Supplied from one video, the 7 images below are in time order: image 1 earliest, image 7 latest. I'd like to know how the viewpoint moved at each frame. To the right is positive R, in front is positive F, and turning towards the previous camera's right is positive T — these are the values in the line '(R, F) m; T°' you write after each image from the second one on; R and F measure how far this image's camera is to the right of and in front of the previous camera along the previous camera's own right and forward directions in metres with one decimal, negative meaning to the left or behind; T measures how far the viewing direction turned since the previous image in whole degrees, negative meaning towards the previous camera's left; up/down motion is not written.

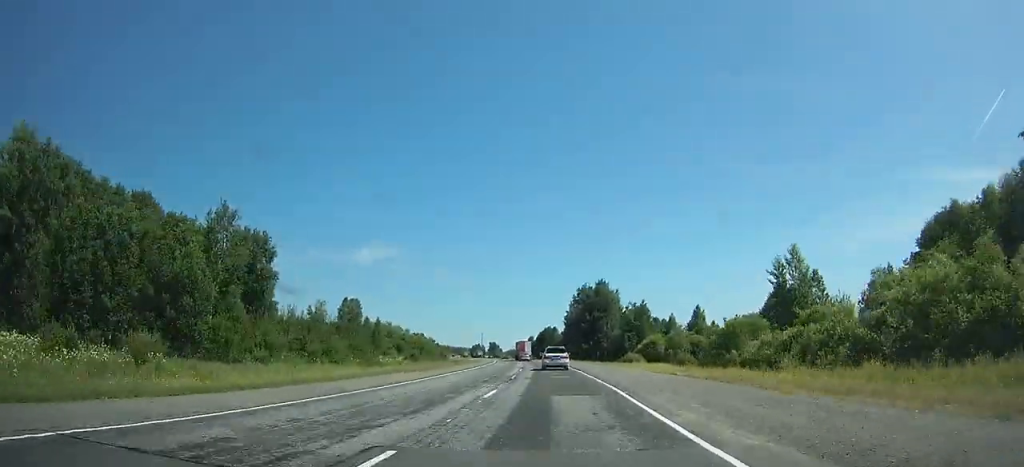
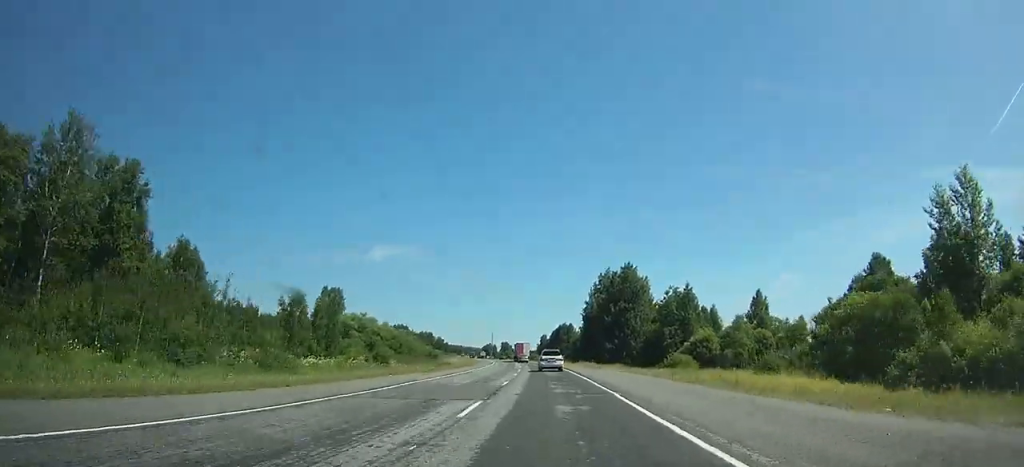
(-0.2, +30.1) m; -1°
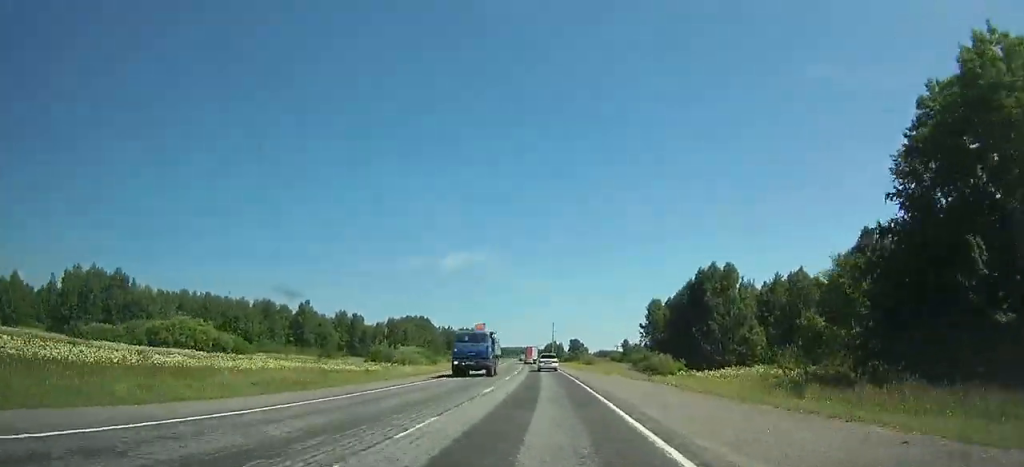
(-8.6, +136.4) m; -7°
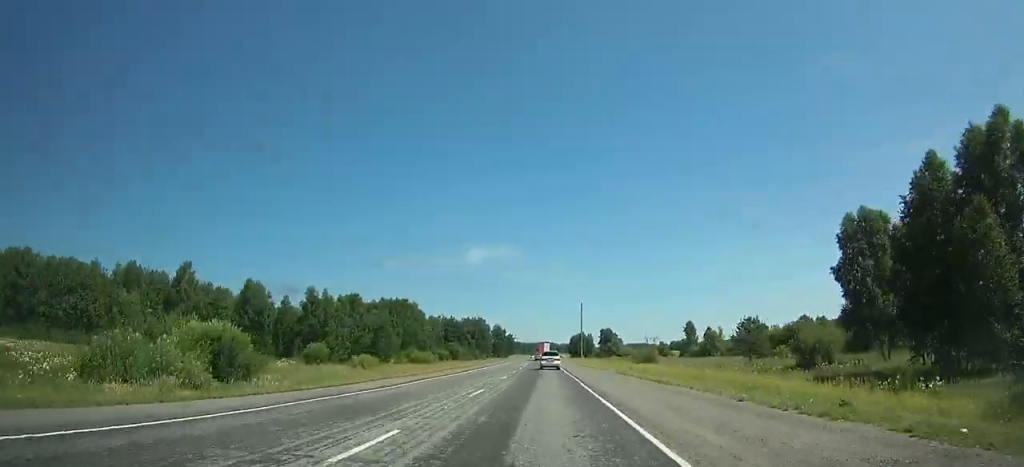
(-2.2, +74.6) m; -3°
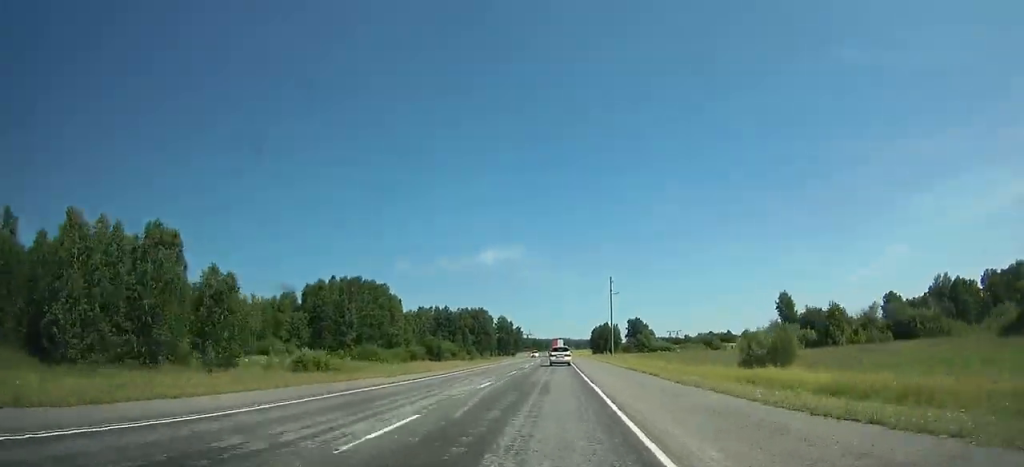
(-0.7, +58.2) m; -1°
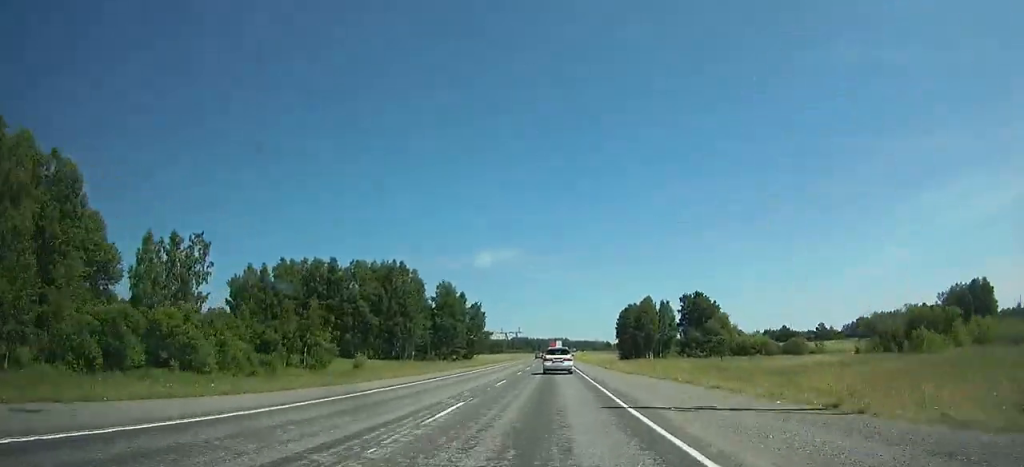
(-0.4, +127.3) m; 0°
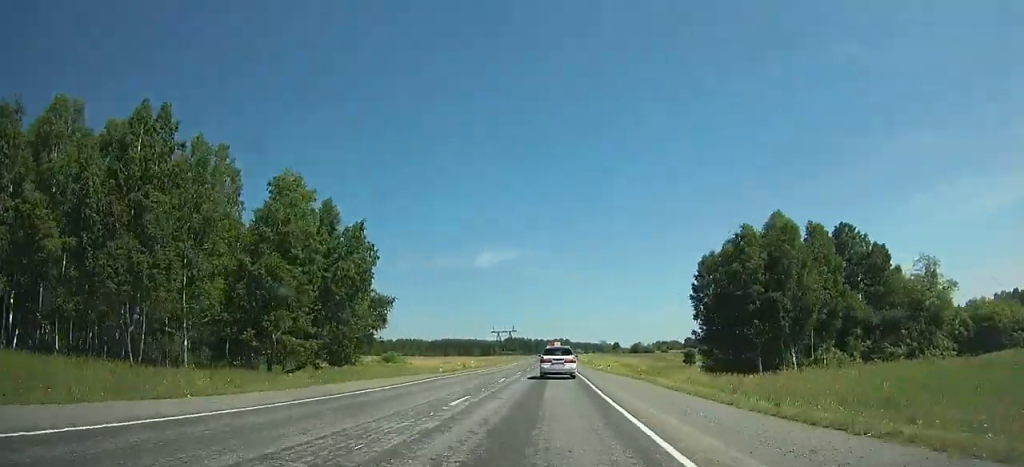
(+0.2, +80.2) m; 0°
